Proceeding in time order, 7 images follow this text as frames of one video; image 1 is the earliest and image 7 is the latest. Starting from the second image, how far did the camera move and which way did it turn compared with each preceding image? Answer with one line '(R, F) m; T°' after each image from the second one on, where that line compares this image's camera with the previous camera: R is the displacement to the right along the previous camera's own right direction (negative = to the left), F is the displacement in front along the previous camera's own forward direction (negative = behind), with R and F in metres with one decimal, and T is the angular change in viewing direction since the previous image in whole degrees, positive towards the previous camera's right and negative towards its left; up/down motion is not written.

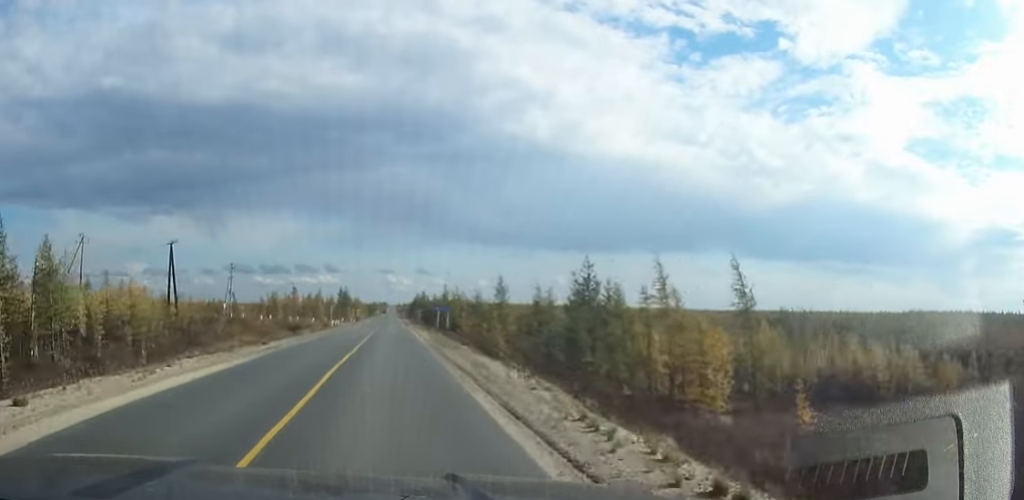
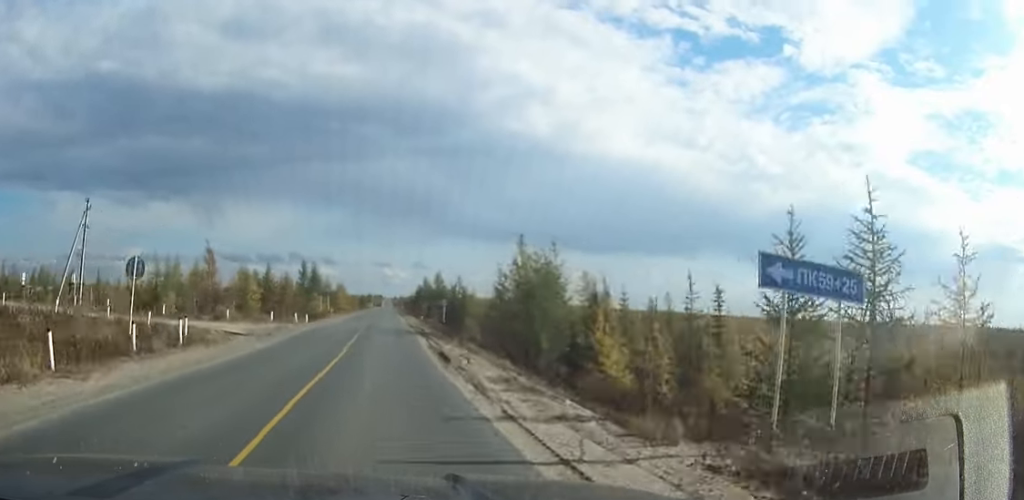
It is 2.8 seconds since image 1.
(+0.1, +61.8) m; 0°
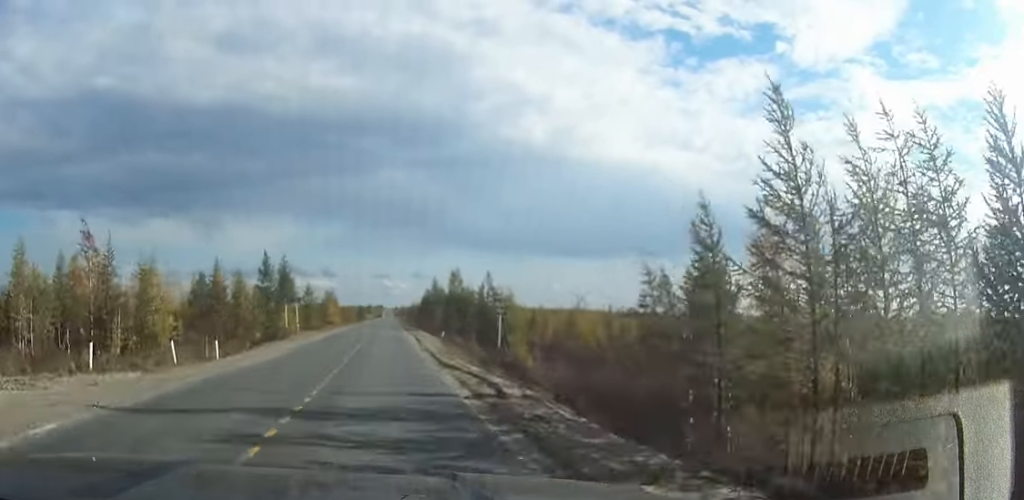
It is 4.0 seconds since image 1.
(0.0, +28.9) m; 0°
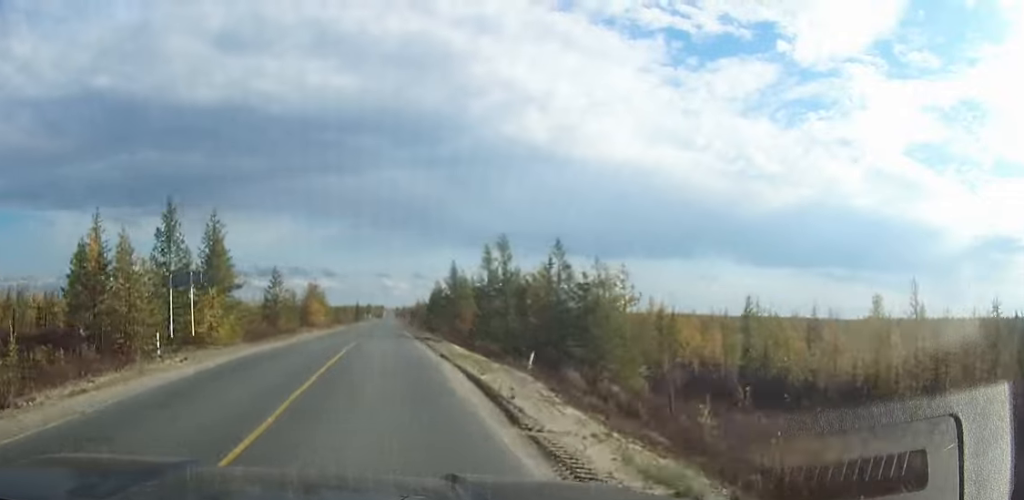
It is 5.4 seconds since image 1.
(0.0, +29.8) m; 0°
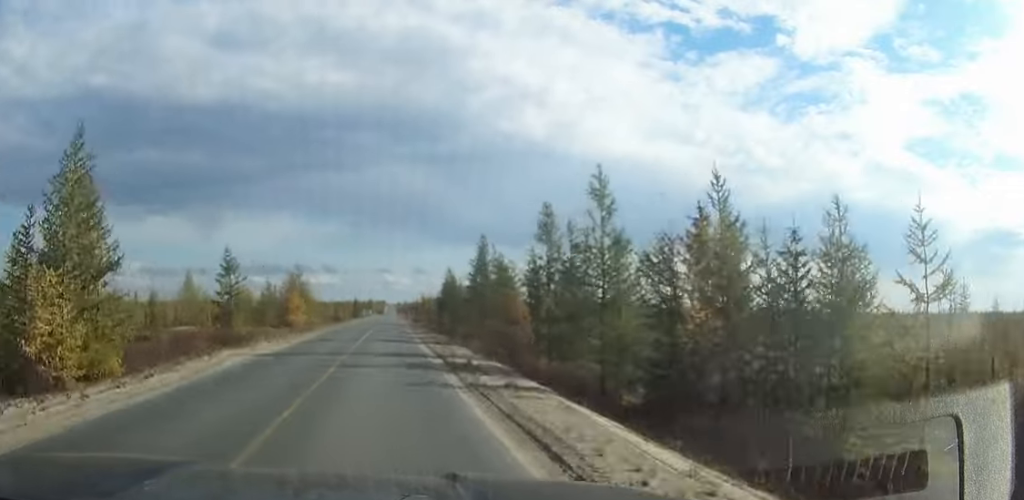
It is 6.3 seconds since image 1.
(0.0, +21.0) m; 0°
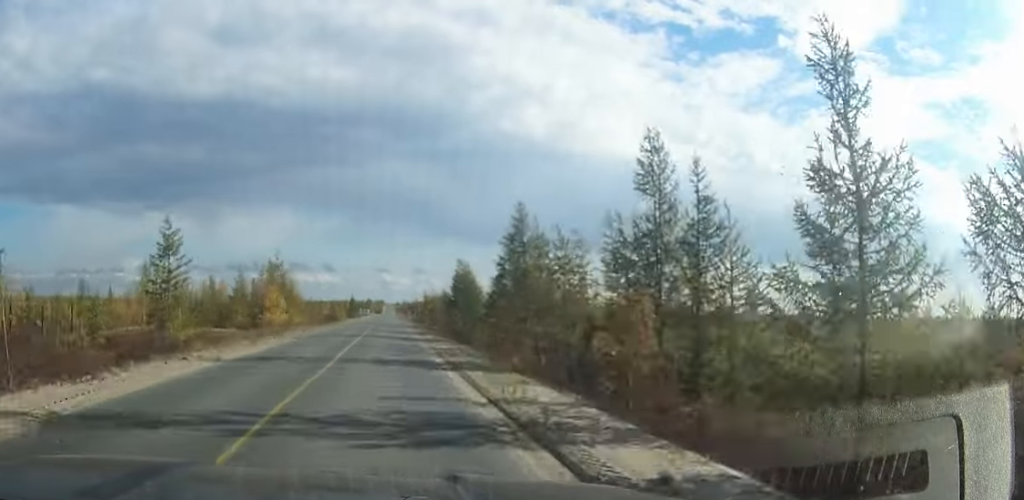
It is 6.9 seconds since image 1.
(0.0, +15.1) m; 0°
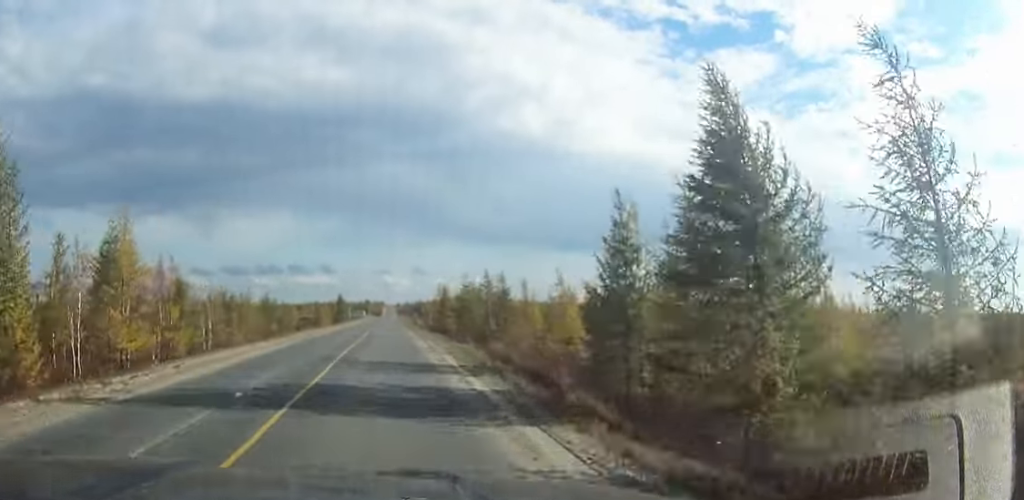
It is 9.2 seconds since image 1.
(-0.1, +52.1) m; 0°
